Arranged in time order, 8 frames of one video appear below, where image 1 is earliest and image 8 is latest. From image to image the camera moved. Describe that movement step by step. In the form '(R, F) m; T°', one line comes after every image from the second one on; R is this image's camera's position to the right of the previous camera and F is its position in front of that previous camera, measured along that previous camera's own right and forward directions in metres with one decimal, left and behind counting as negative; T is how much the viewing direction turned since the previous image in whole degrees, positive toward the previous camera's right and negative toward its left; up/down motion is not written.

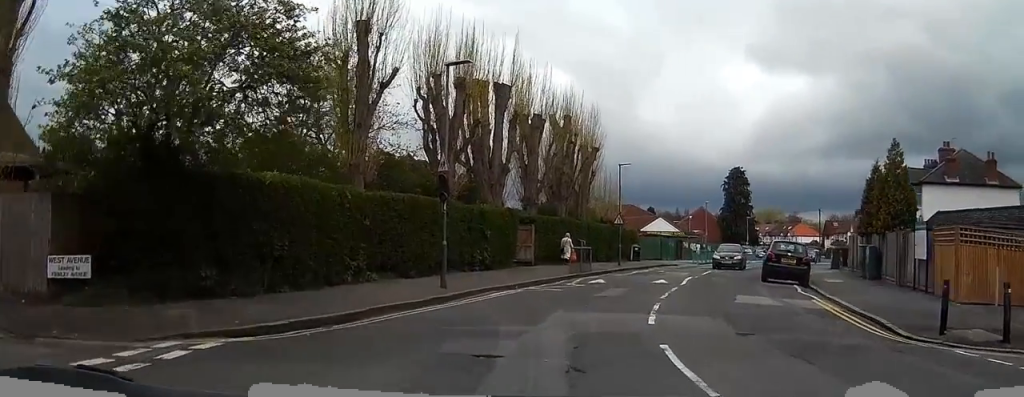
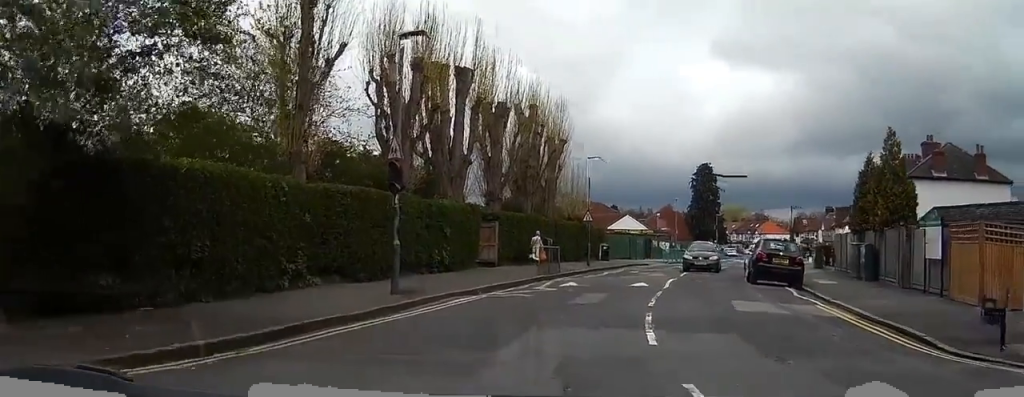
(0.0, +2.8) m; +2°
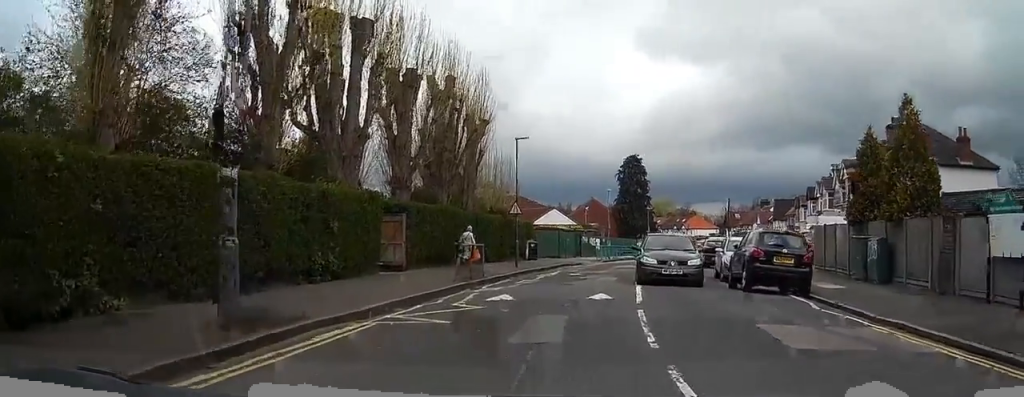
(+0.4, +6.3) m; +6°
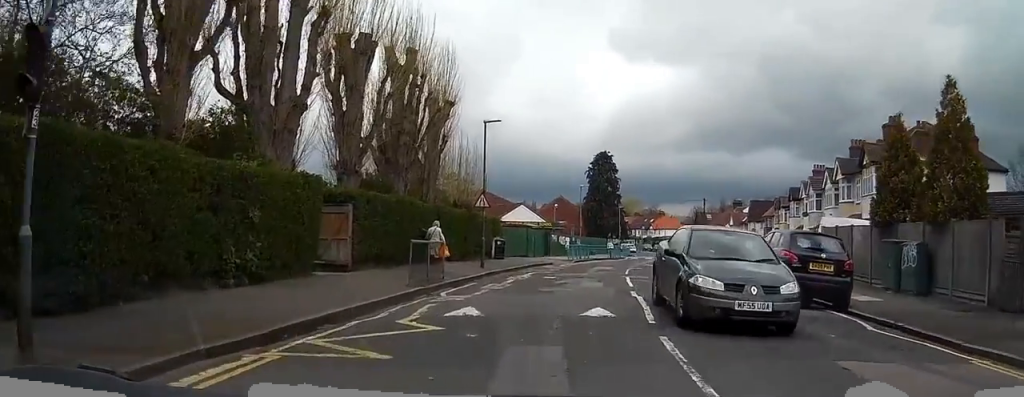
(+0.1, +3.8) m; +3°
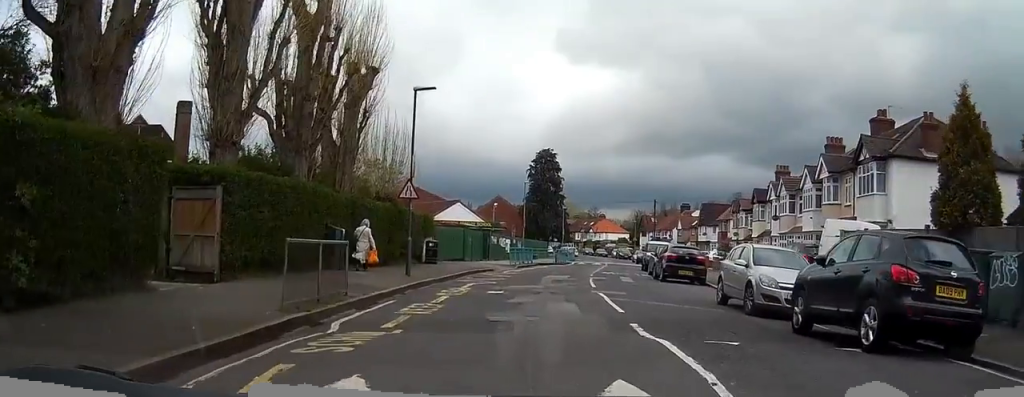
(+0.2, +6.3) m; +2°
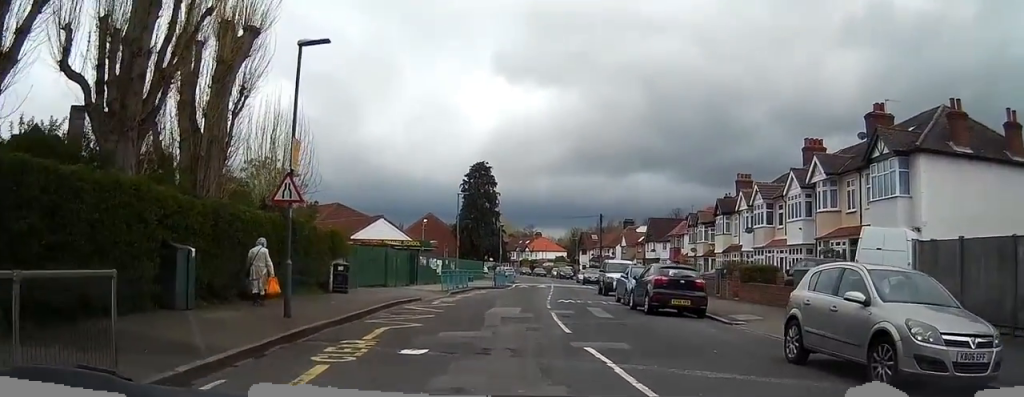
(-0.1, +7.8) m; -2°
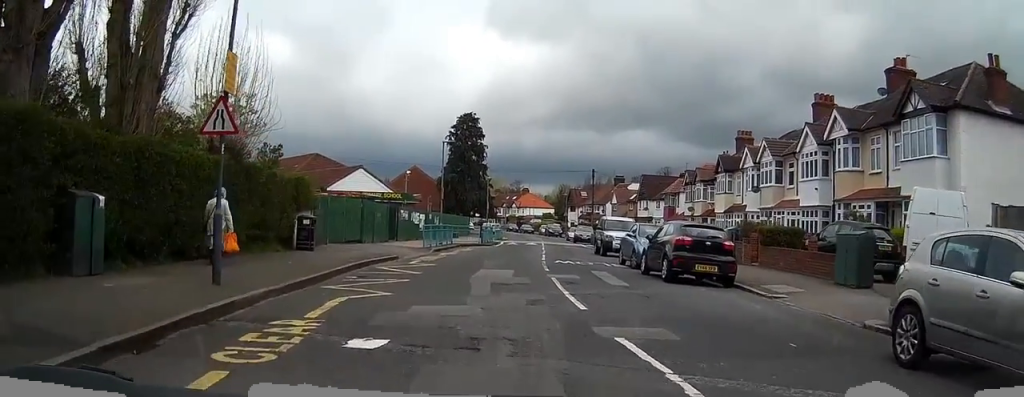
(-0.1, +3.6) m; +1°
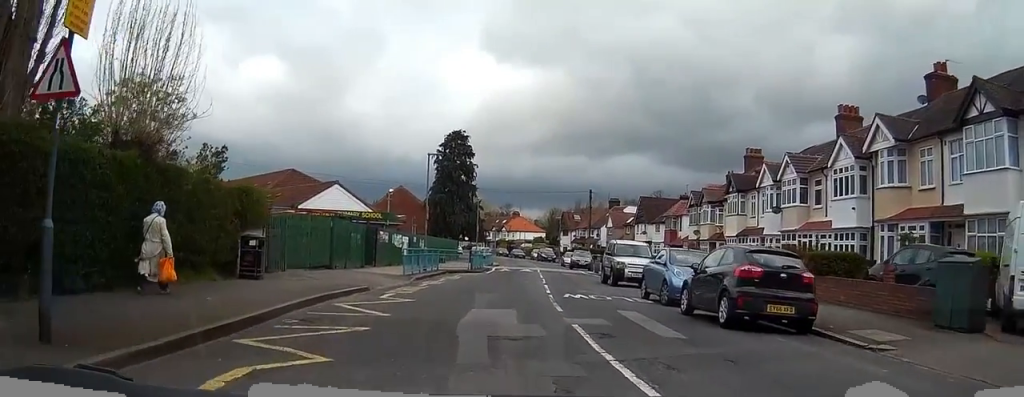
(+0.2, +4.7) m; +1°
